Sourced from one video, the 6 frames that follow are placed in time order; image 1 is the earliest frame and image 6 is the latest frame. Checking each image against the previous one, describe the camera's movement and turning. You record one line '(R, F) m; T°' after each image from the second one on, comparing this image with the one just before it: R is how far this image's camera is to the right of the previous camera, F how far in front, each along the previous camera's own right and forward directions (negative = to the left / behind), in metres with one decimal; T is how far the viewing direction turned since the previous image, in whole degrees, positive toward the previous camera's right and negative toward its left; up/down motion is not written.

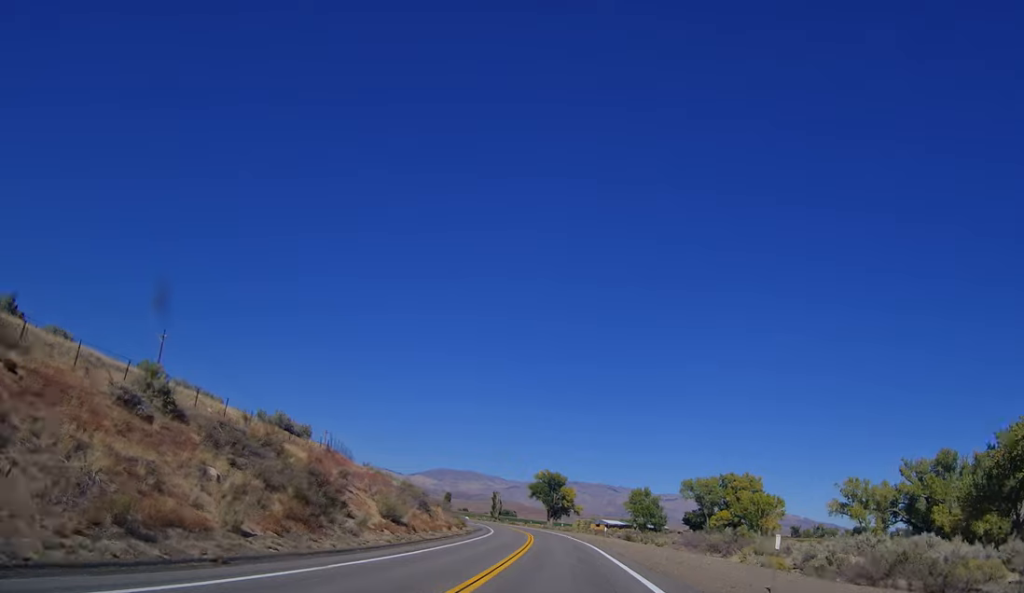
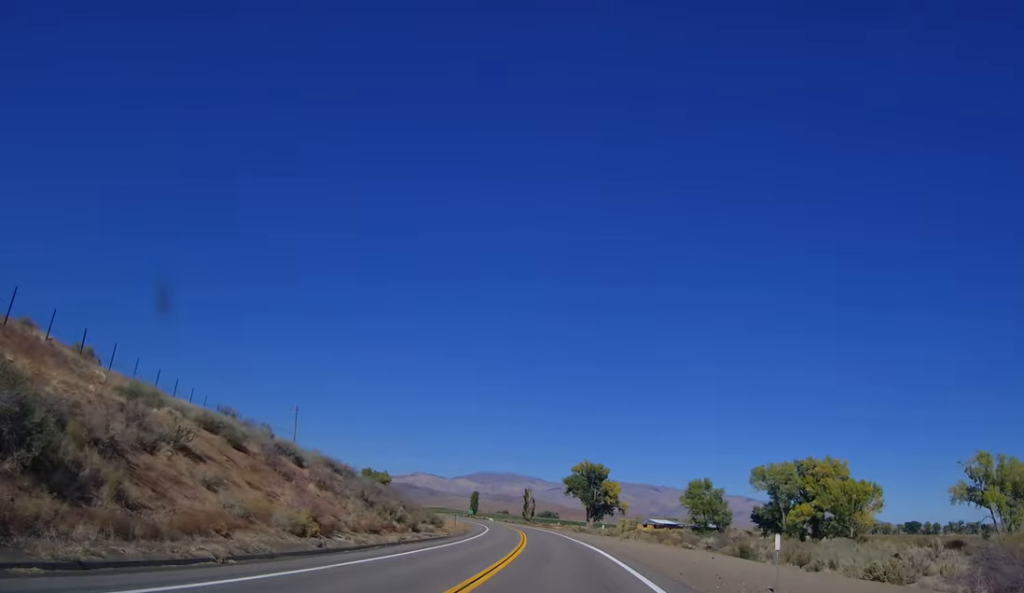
(-1.3, +48.1) m; -3°
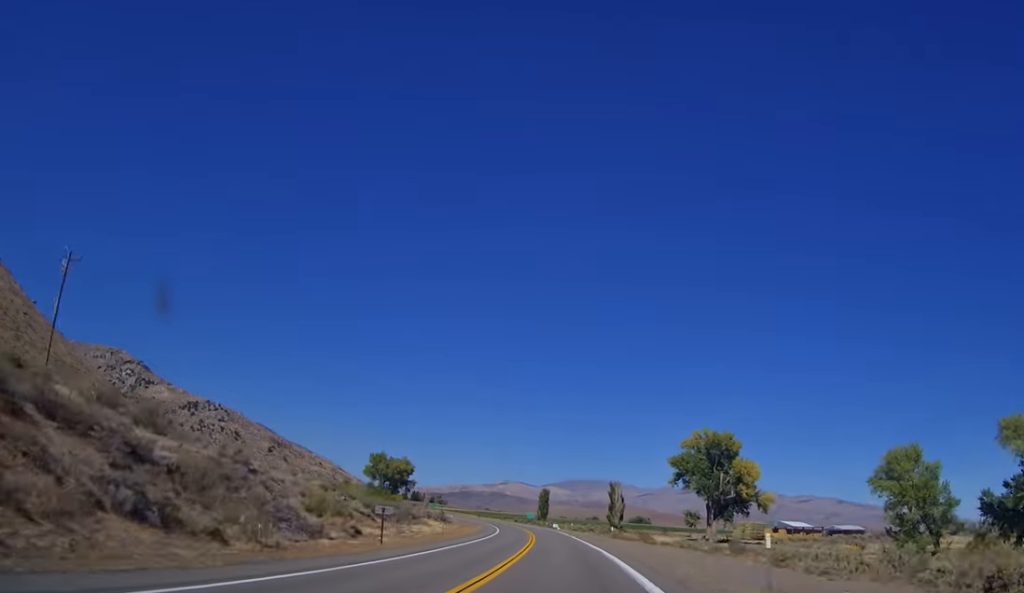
(-4.4, +91.0) m; -8°
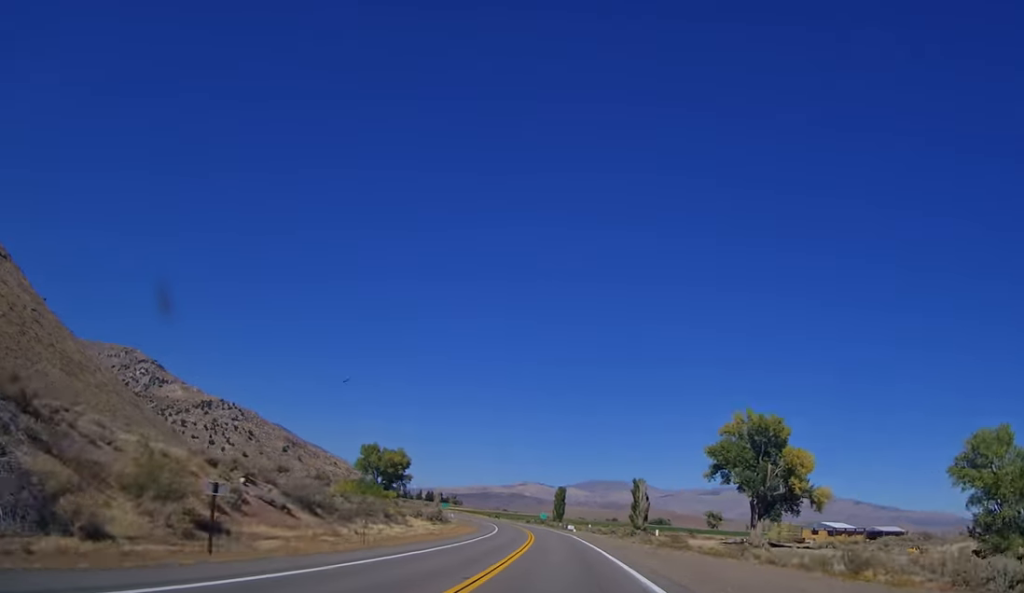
(-1.2, +22.7) m; -2°
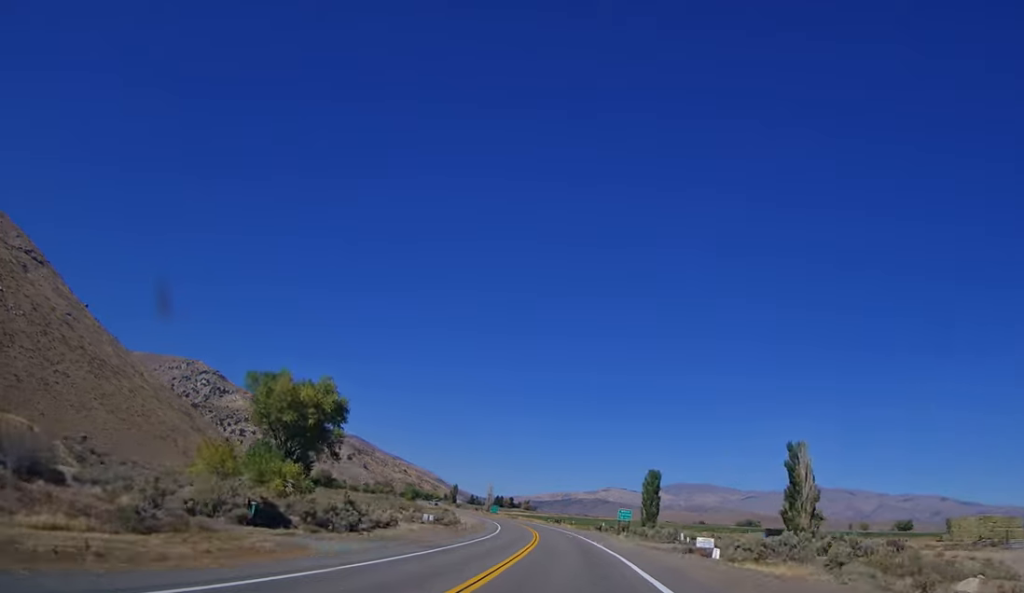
(-5.8, +84.3) m; -8°
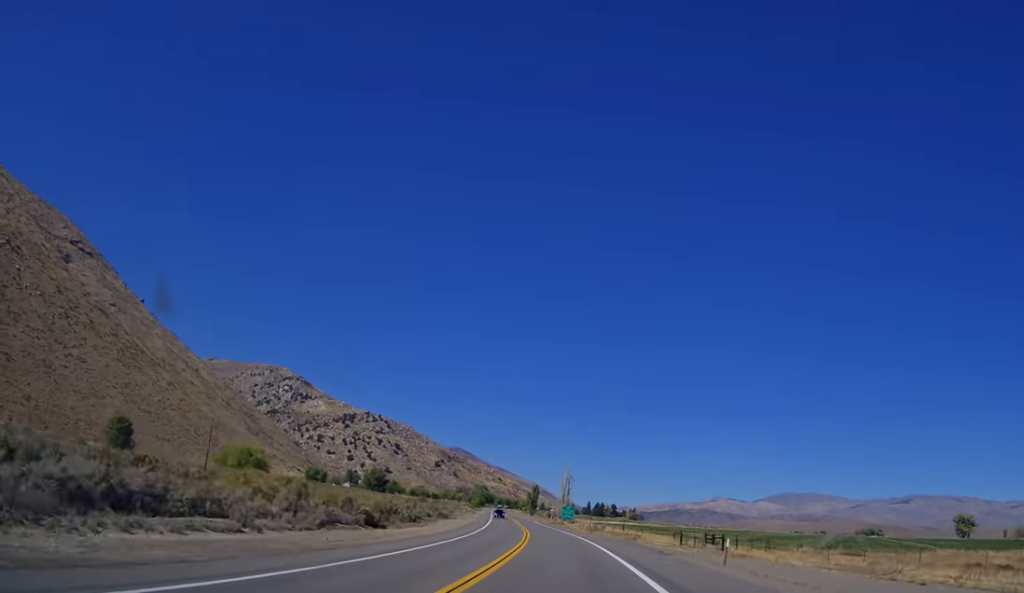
(-8.9, +115.6) m; -9°
